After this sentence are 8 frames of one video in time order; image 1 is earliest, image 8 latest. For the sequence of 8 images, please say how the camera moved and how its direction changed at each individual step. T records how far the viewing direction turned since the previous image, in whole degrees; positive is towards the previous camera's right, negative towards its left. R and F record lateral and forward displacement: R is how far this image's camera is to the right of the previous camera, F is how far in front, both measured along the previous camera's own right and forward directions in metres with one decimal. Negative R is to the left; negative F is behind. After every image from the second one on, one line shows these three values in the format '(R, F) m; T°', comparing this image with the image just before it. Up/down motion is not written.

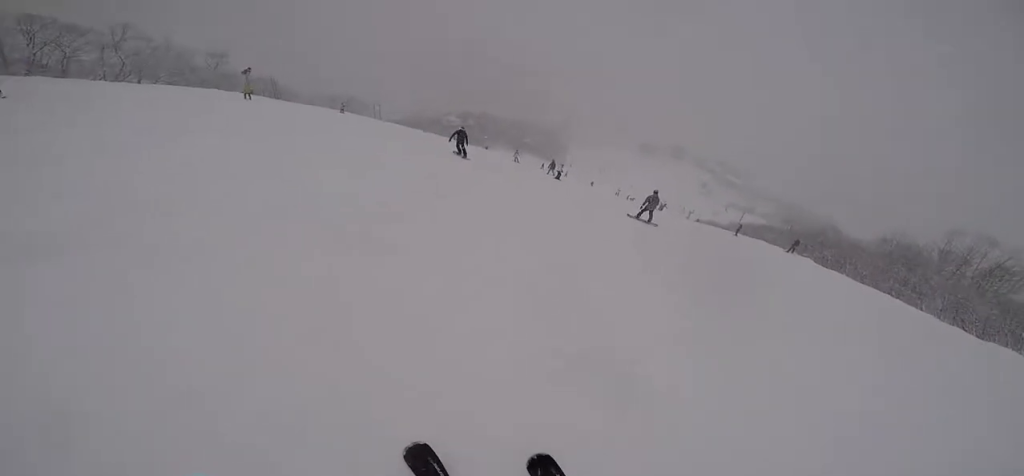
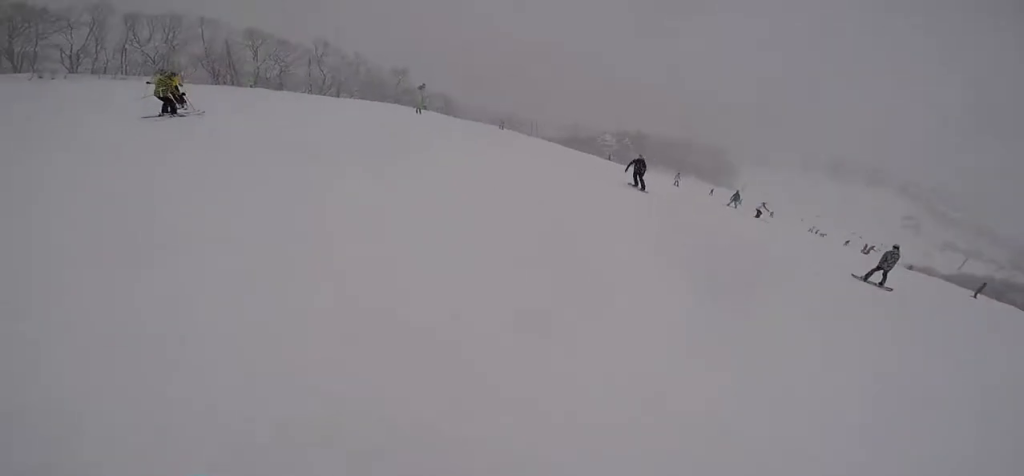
(+0.3, +2.7) m; -1°
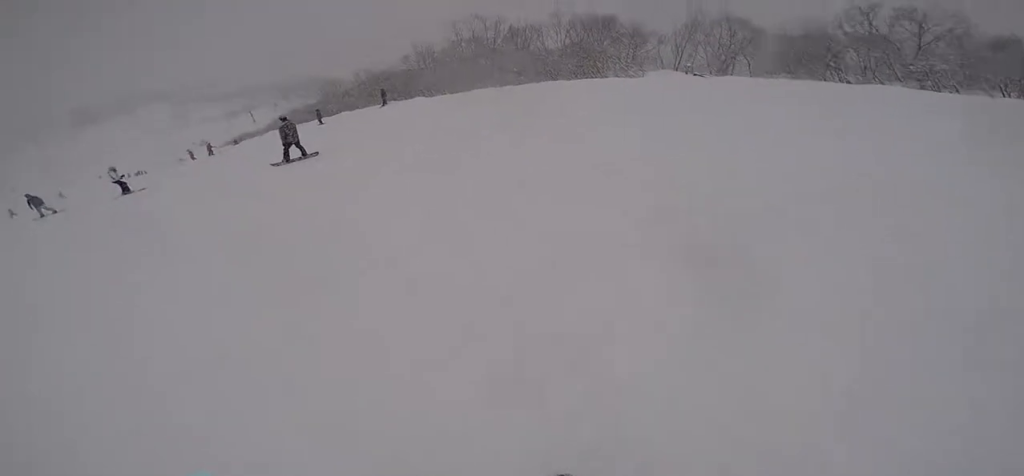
(+2.3, +8.8) m; +38°
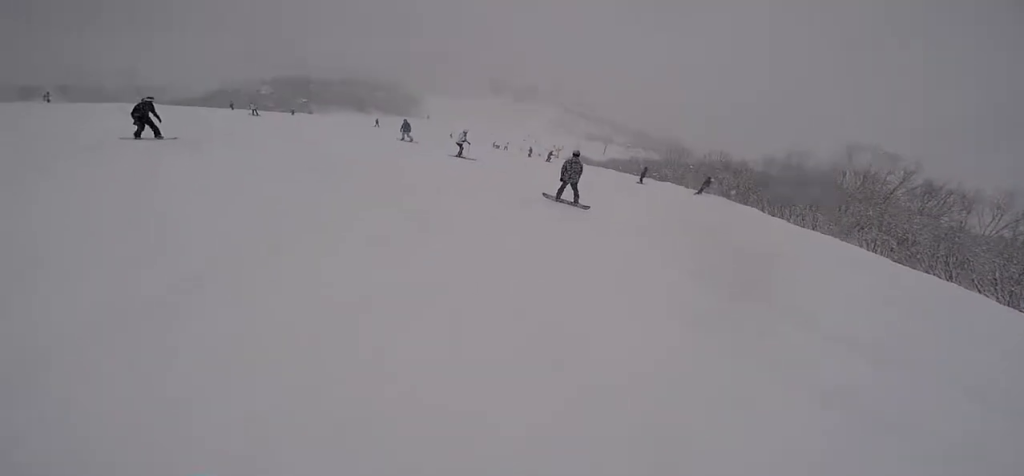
(0.0, +4.6) m; -21°
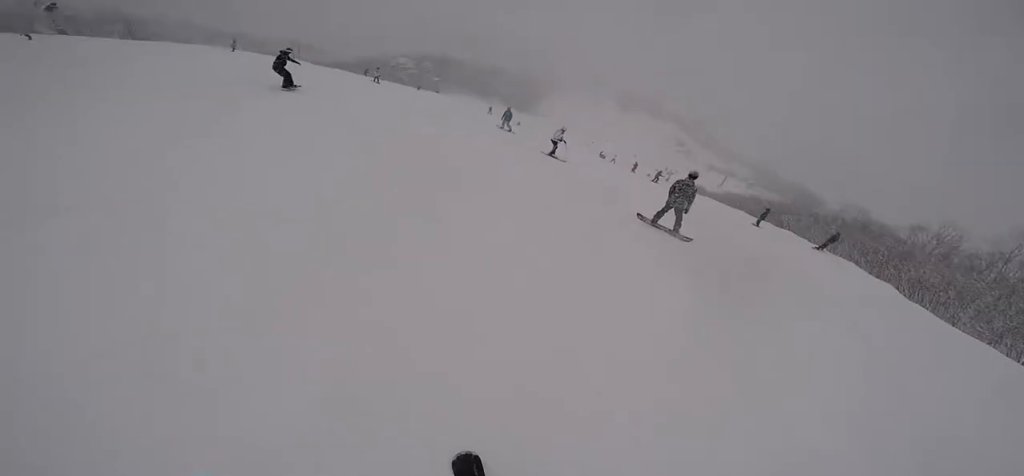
(-0.7, +1.8) m; -7°
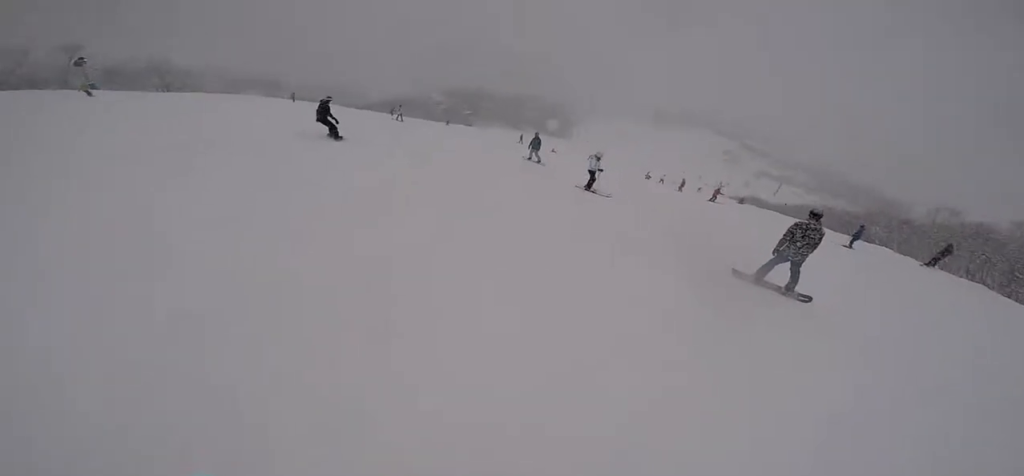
(-0.8, +3.2) m; -7°
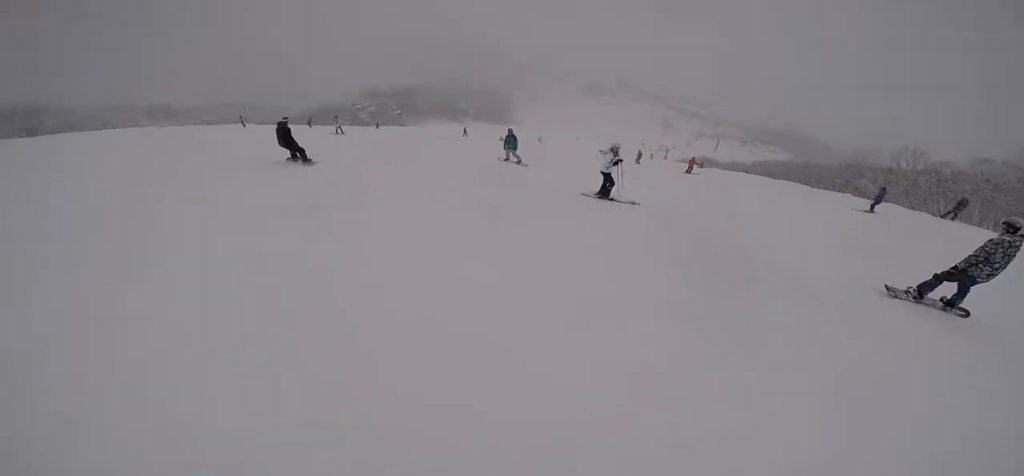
(+0.6, +4.3) m; +18°
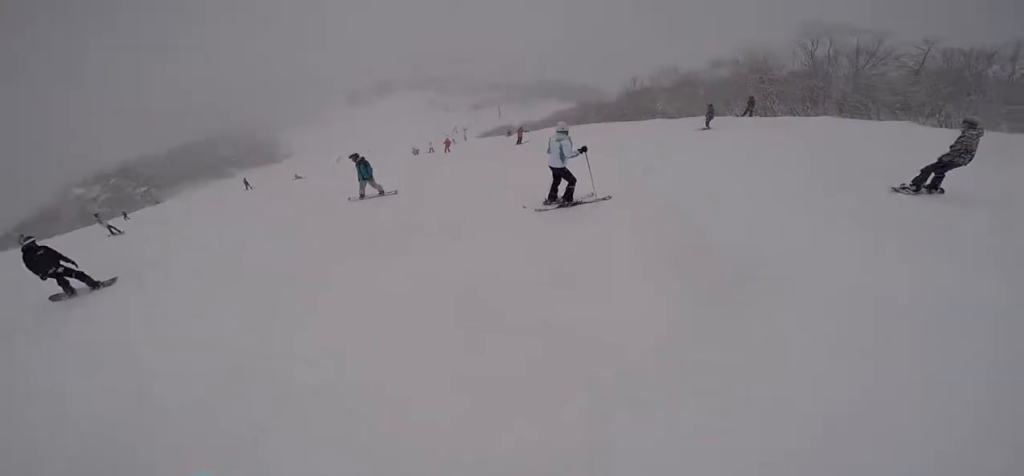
(+0.6, +3.3) m; +14°
